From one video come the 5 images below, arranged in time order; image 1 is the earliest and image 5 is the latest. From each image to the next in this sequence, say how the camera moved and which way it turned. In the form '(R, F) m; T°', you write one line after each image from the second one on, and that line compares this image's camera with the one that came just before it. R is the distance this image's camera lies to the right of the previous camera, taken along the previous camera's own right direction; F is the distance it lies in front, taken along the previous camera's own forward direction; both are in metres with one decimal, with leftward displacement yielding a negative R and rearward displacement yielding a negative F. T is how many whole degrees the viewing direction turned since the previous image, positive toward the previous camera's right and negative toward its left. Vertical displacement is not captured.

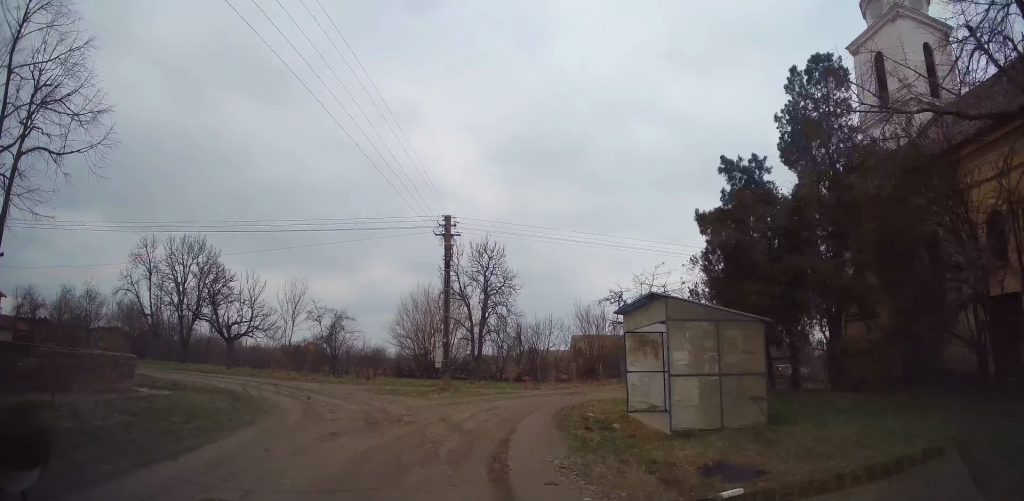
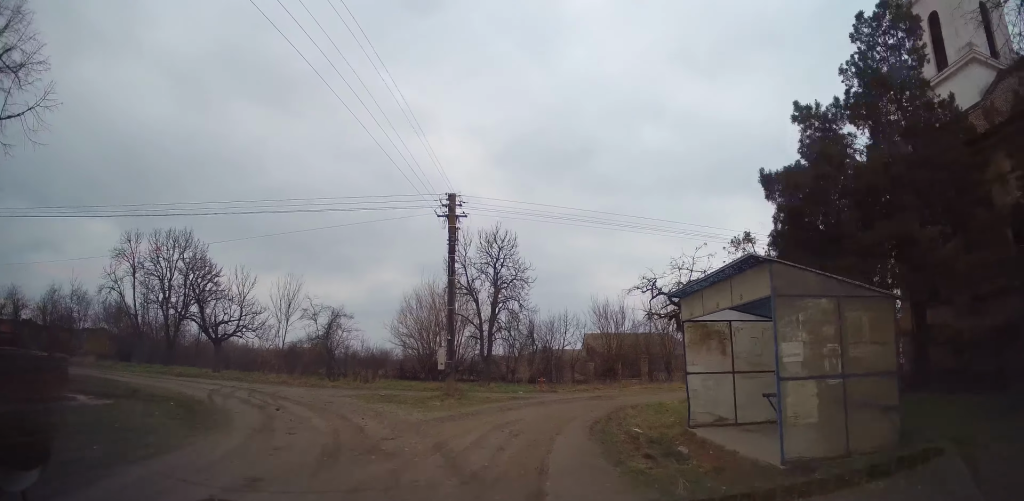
(-0.3, +3.6) m; -6°
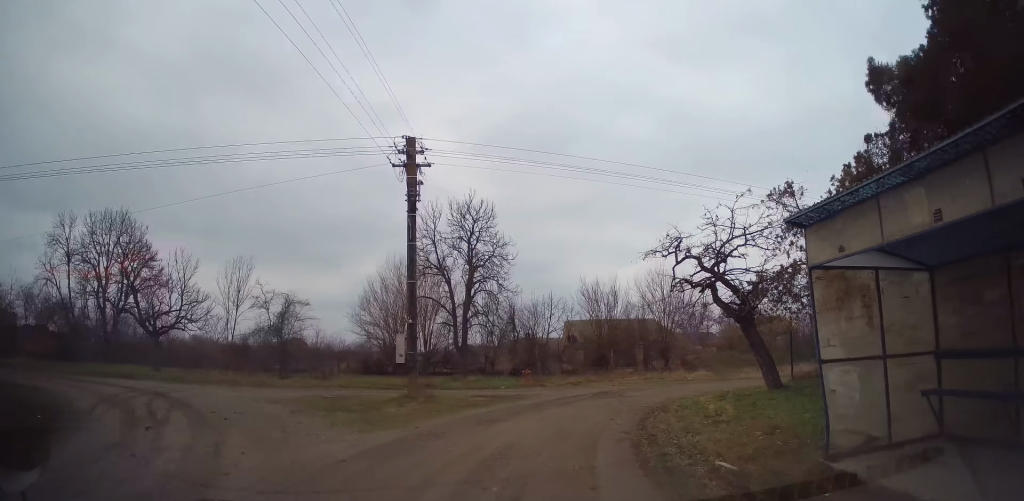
(0.0, +5.0) m; +7°
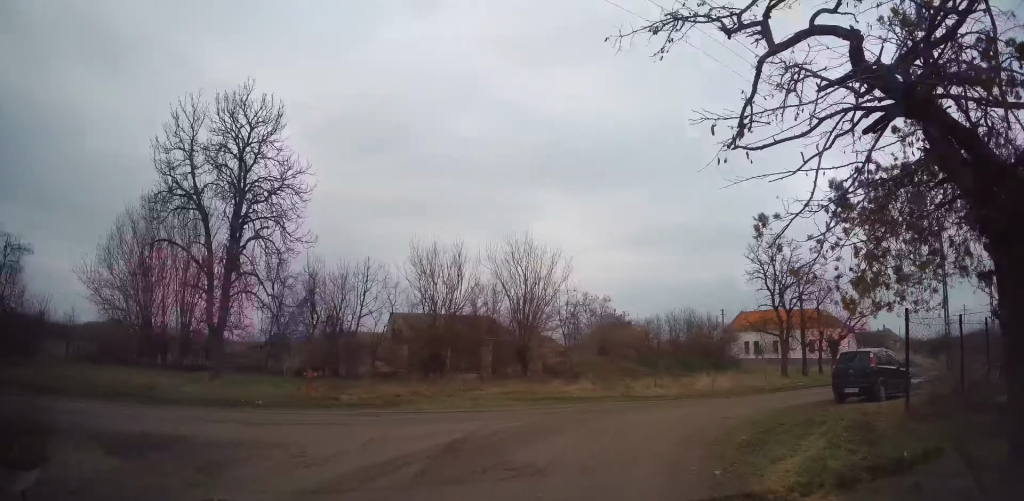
(+1.8, +12.1) m; +22°
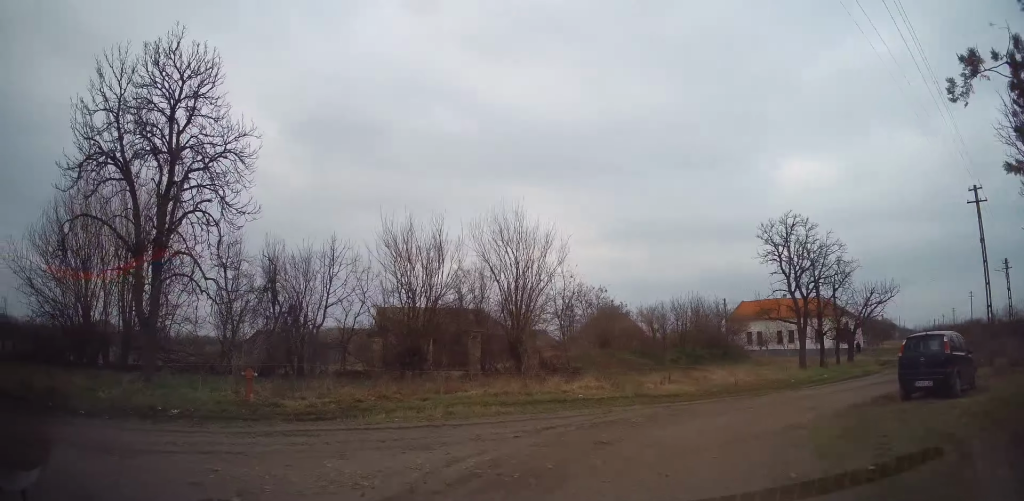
(+0.7, +3.7) m; -7°
